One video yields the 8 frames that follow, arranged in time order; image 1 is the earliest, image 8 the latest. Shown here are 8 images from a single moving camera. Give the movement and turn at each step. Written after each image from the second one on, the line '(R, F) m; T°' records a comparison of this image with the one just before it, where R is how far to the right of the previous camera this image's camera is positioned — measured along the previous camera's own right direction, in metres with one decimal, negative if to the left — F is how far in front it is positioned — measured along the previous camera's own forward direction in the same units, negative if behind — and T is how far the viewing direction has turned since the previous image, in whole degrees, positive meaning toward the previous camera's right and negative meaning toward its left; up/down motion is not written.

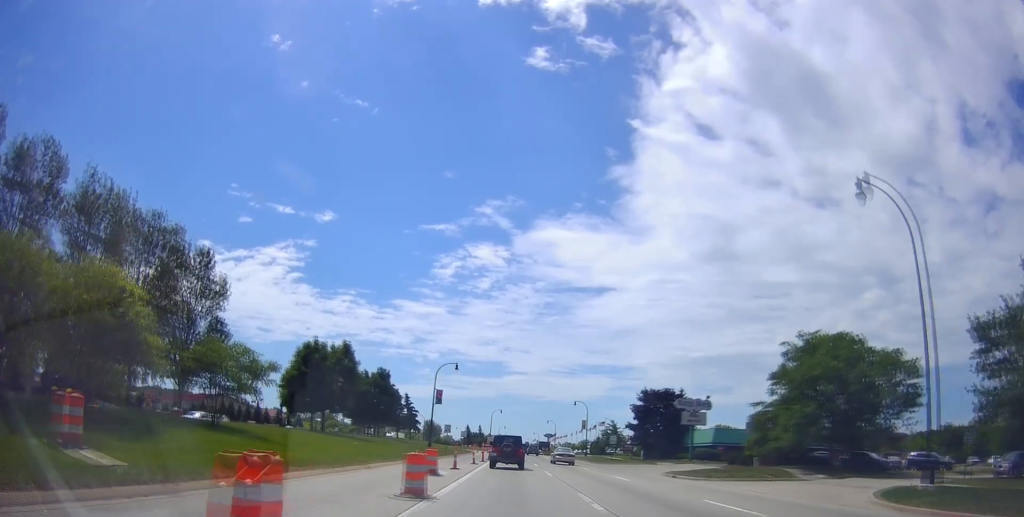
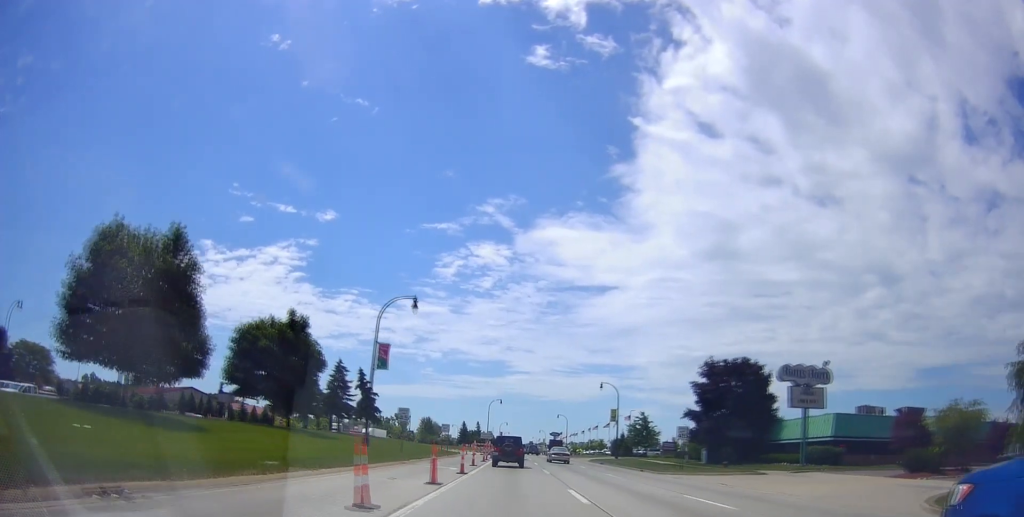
(-0.3, +27.8) m; +2°
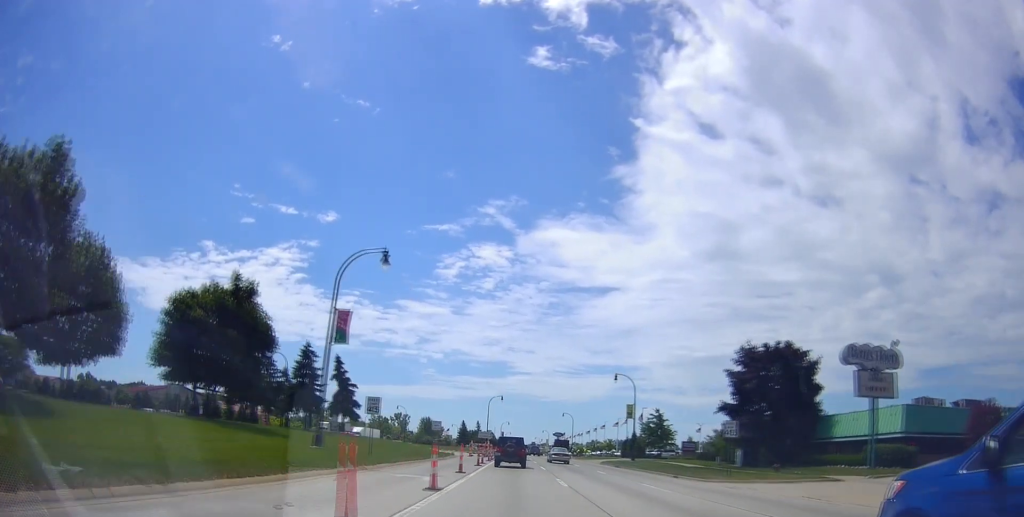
(+0.1, +9.0) m; +1°
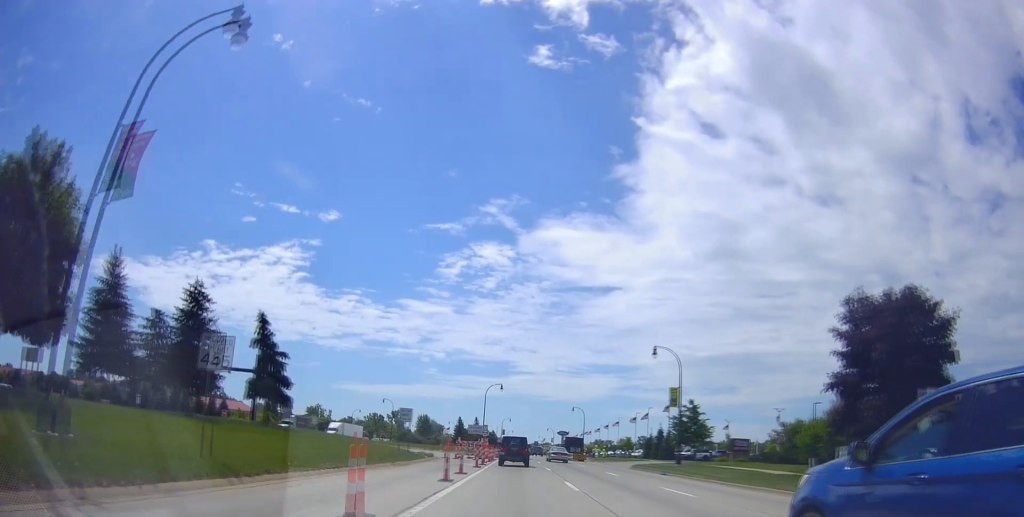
(0.0, +16.8) m; -1°
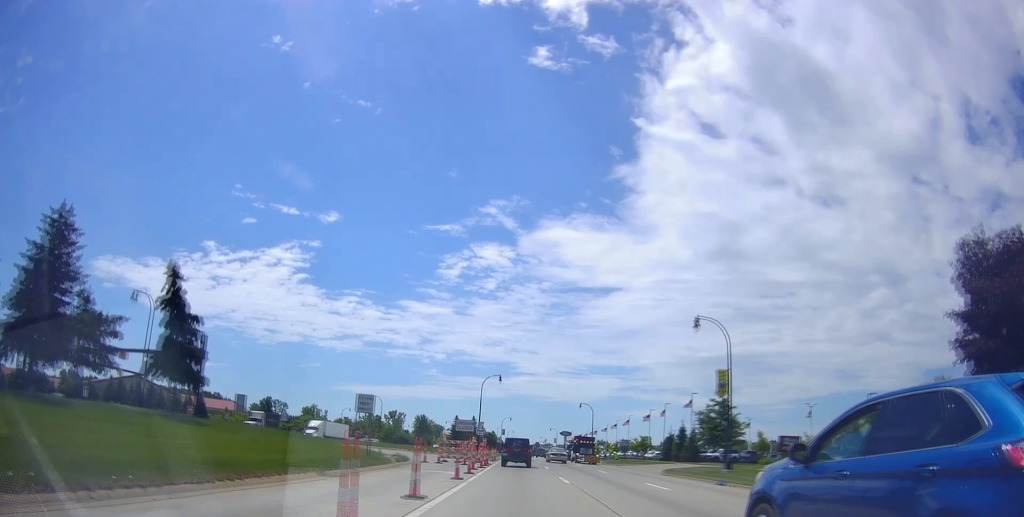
(0.0, +10.8) m; -1°
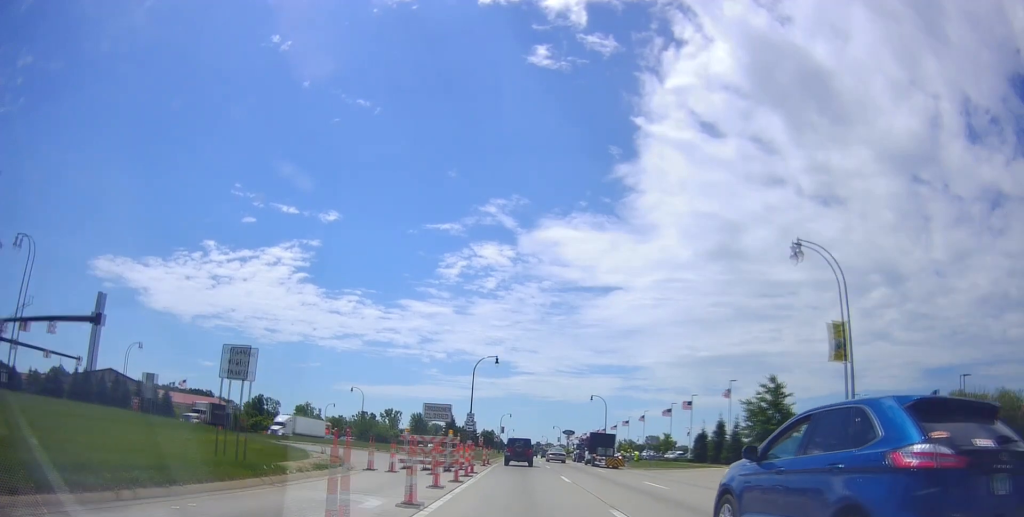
(-0.3, +13.8) m; 0°
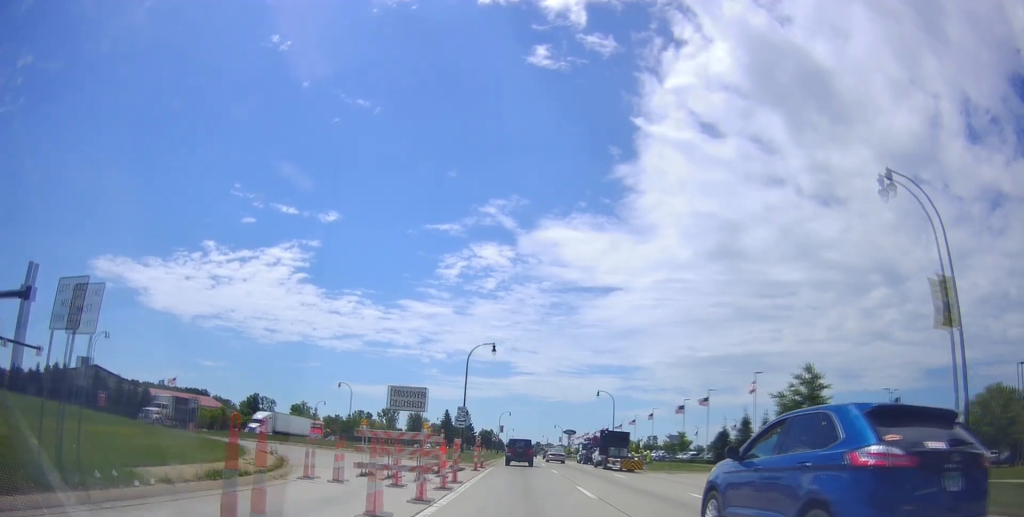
(+0.2, +6.9) m; +1°
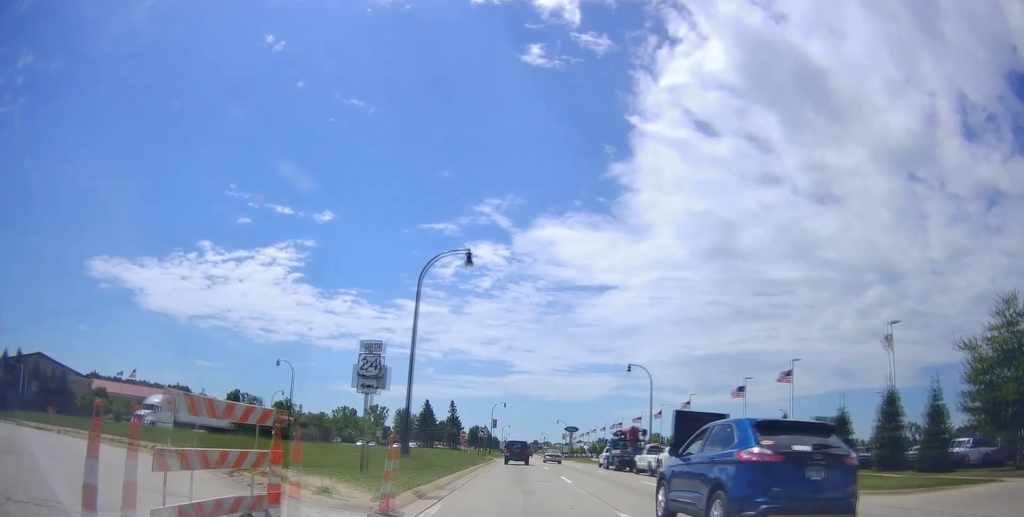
(0.0, +23.4) m; -3°
